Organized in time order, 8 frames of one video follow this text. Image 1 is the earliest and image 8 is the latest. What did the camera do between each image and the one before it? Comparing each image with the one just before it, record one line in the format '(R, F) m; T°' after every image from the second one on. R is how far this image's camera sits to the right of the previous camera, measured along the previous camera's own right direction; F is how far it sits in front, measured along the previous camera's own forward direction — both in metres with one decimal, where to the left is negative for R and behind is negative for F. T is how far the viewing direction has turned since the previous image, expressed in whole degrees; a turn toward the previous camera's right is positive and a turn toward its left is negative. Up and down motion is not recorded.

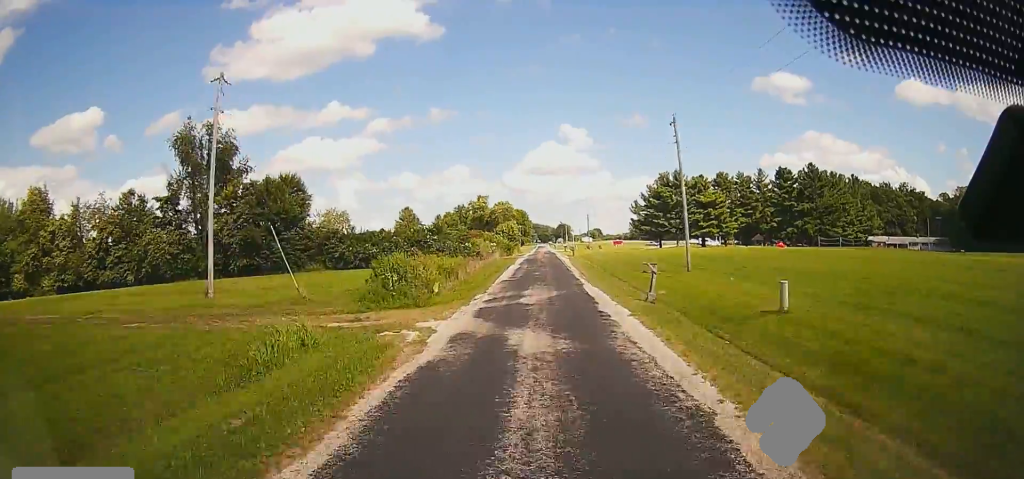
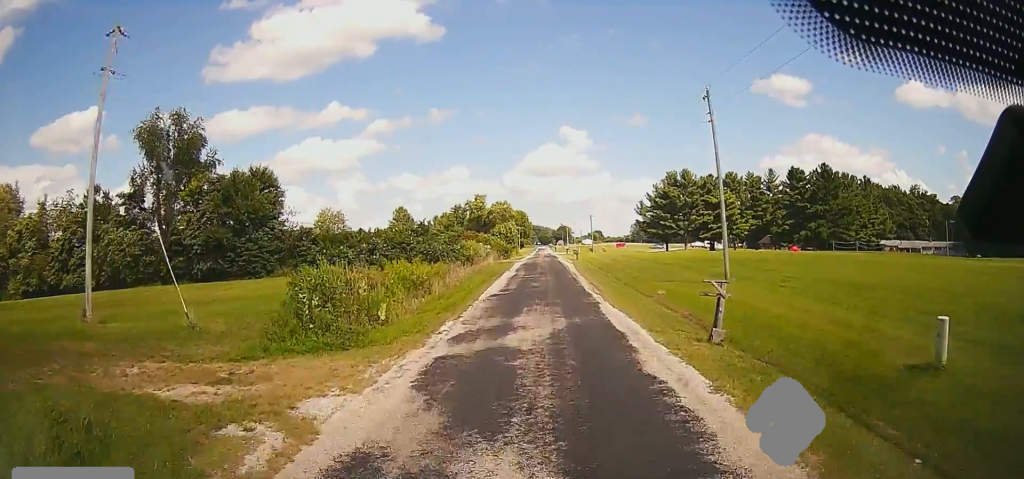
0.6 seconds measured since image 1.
(0.0, +7.9) m; 0°
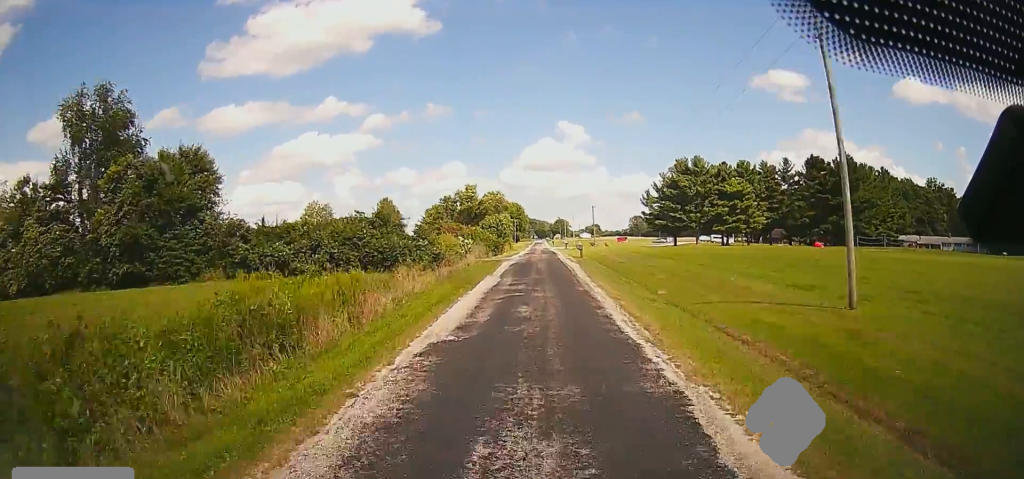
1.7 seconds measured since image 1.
(0.0, +13.1) m; -2°
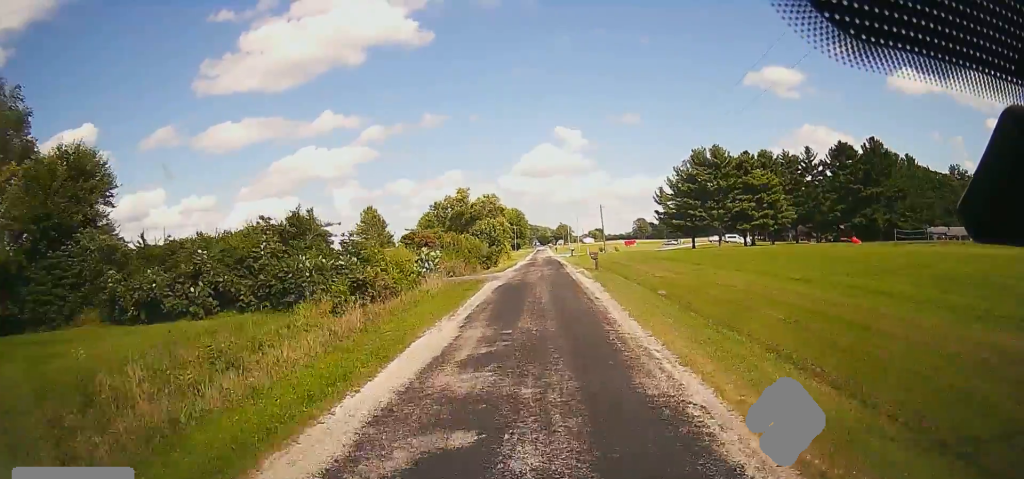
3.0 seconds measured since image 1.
(-0.4, +15.6) m; 0°
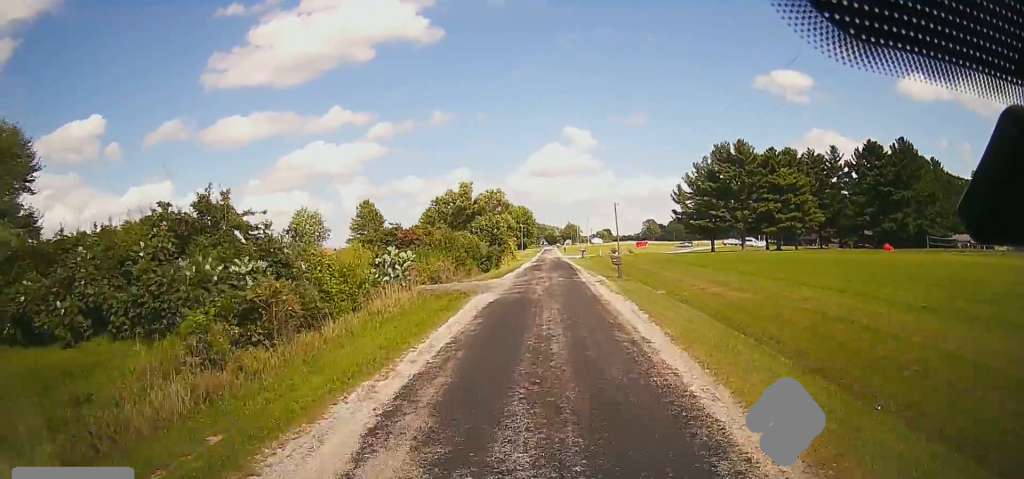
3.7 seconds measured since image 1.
(+0.3, +9.0) m; +2°
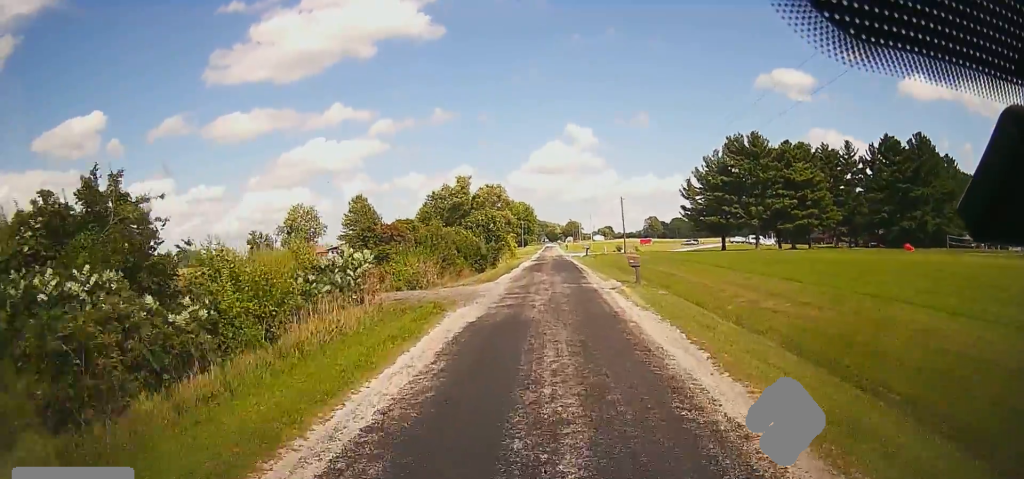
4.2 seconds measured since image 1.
(0.0, +6.1) m; 0°
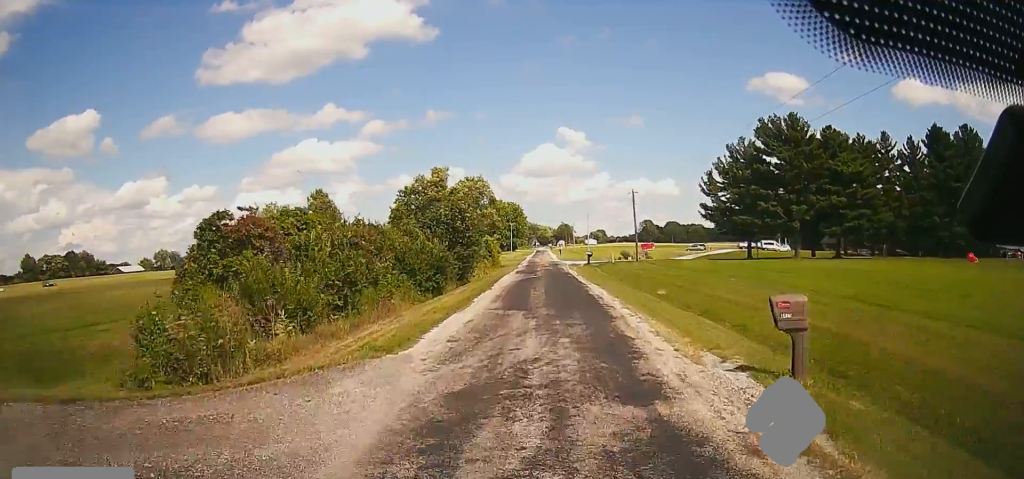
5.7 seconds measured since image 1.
(0.0, +18.1) m; 0°
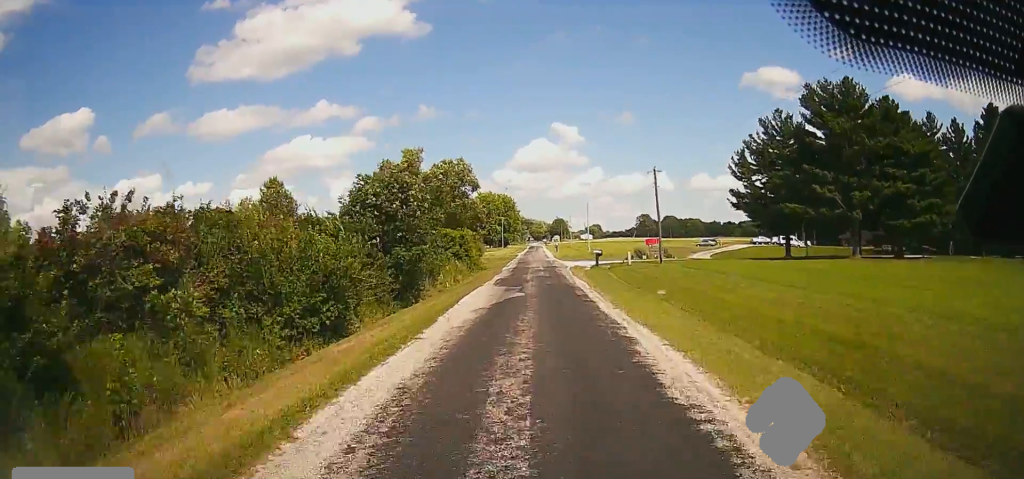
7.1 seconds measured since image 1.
(0.0, +16.2) m; 0°
